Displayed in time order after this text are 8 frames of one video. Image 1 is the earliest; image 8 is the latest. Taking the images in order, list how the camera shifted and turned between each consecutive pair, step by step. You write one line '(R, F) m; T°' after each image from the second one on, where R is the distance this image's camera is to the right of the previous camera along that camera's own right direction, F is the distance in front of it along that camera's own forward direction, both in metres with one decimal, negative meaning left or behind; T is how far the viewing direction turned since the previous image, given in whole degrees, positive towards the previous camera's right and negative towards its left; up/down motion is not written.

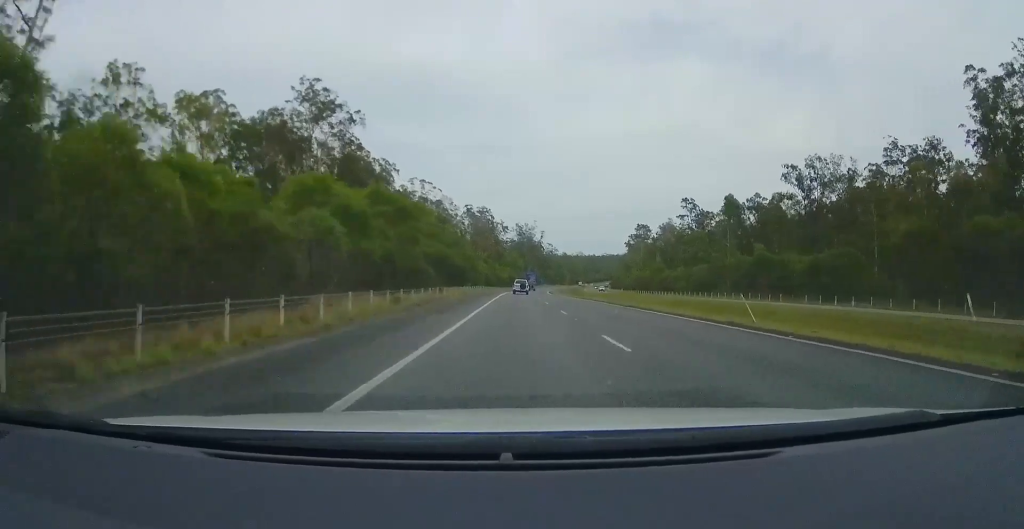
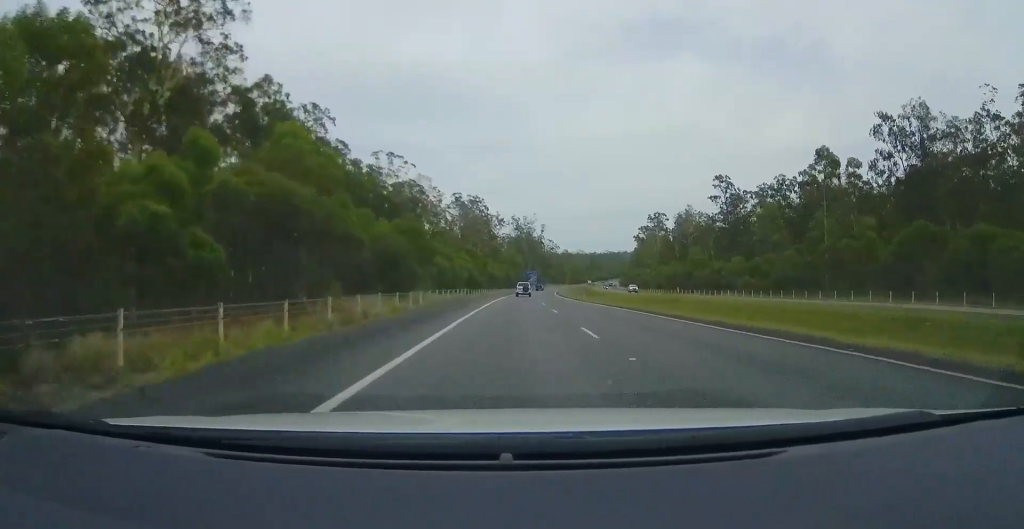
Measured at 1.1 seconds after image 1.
(0.0, +32.8) m; 0°
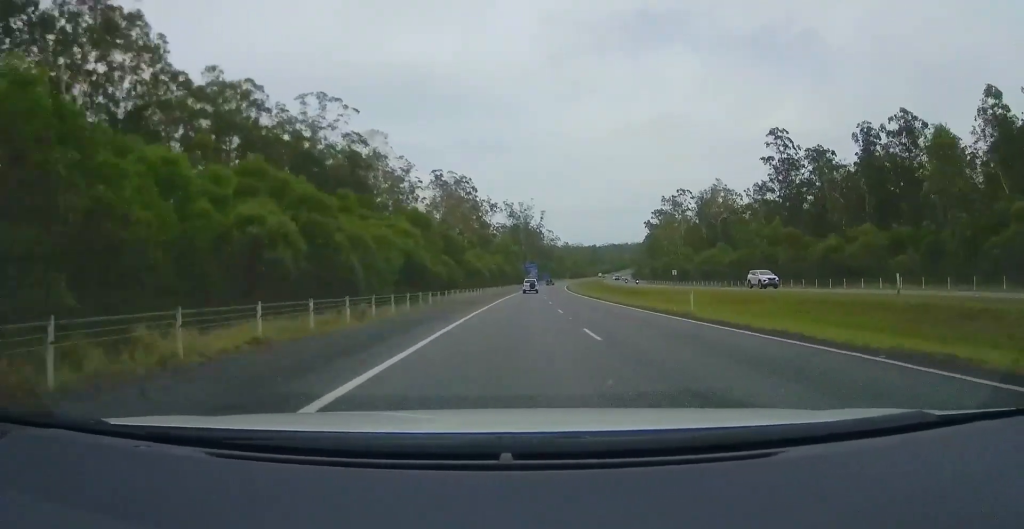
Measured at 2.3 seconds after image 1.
(+0.4, +36.6) m; +1°
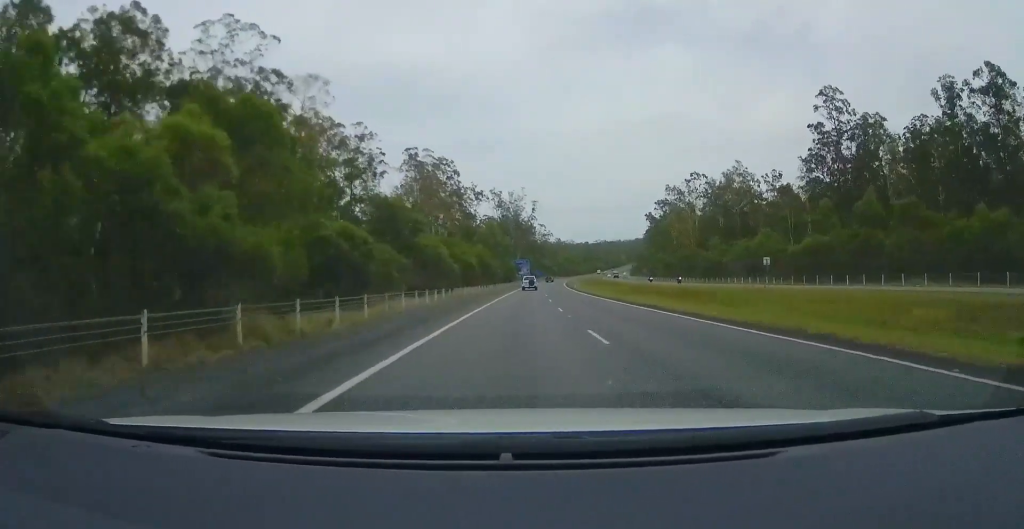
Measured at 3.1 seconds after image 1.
(0.0, +24.4) m; 0°
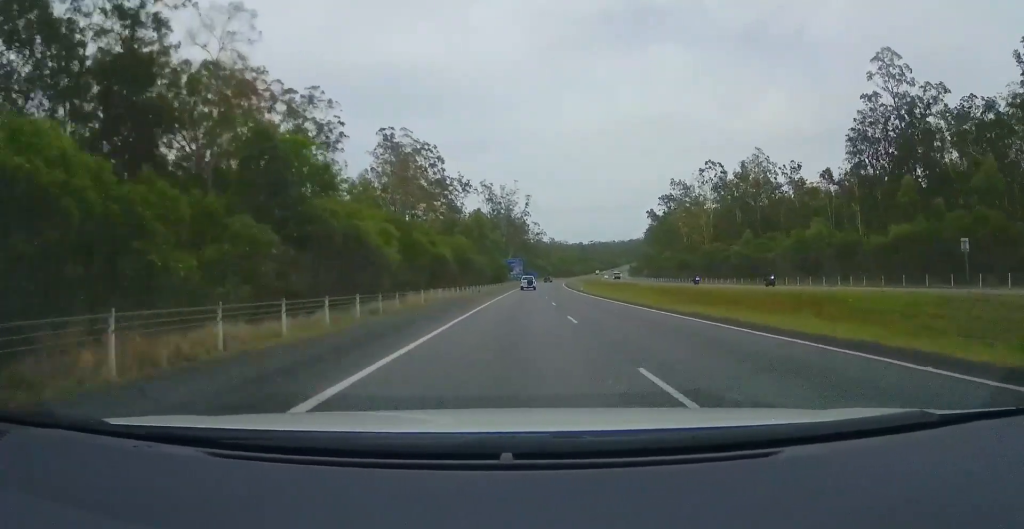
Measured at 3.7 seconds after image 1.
(-0.1, +18.3) m; 0°
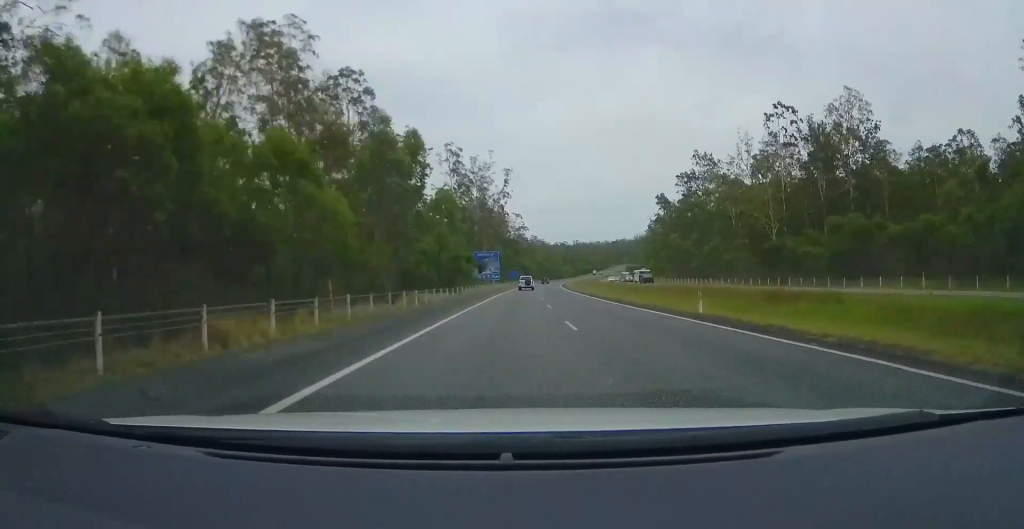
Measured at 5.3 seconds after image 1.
(+1.4, +50.0) m; +3°
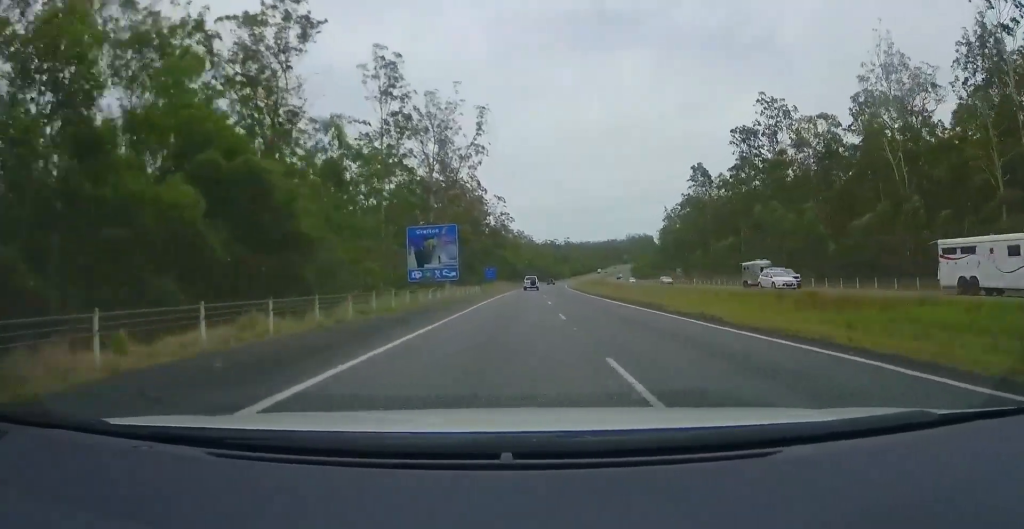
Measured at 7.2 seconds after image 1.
(+0.2, +56.1) m; 0°
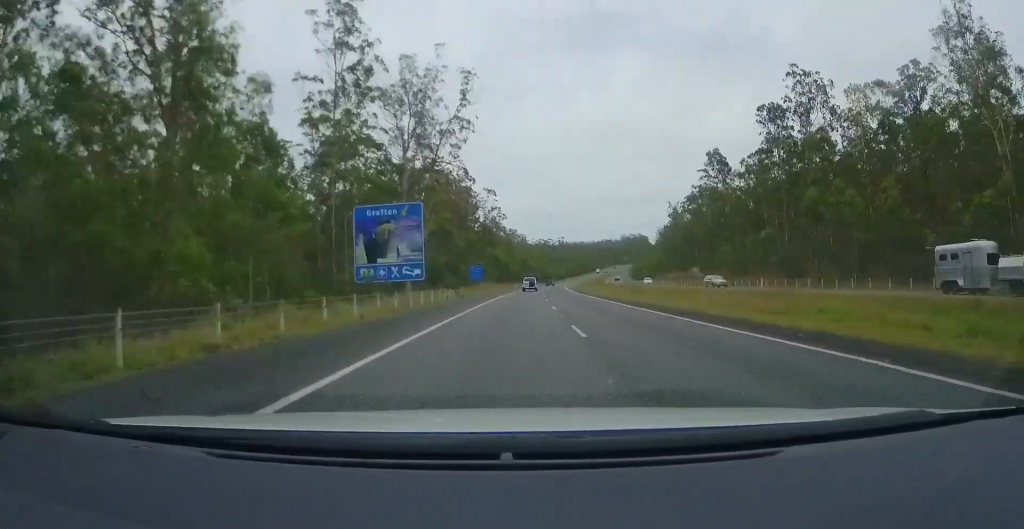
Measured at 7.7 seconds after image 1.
(-0.2, +17.0) m; +1°
